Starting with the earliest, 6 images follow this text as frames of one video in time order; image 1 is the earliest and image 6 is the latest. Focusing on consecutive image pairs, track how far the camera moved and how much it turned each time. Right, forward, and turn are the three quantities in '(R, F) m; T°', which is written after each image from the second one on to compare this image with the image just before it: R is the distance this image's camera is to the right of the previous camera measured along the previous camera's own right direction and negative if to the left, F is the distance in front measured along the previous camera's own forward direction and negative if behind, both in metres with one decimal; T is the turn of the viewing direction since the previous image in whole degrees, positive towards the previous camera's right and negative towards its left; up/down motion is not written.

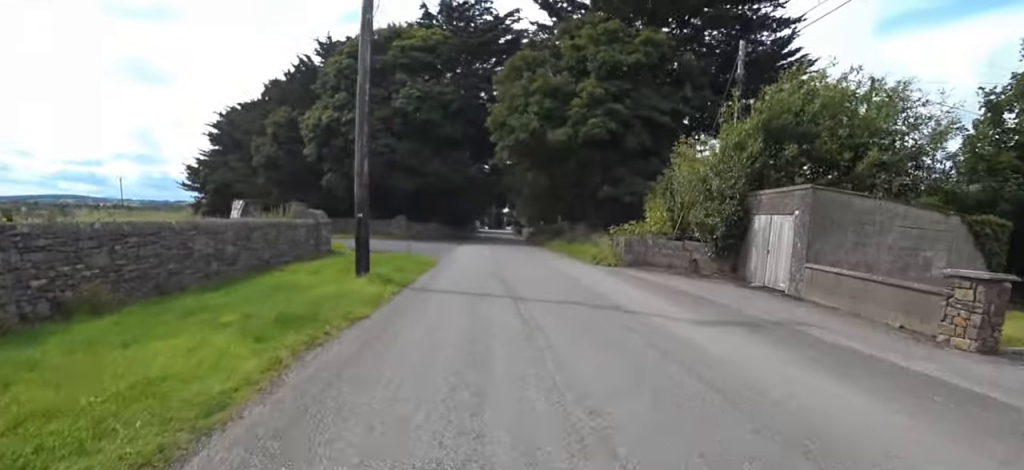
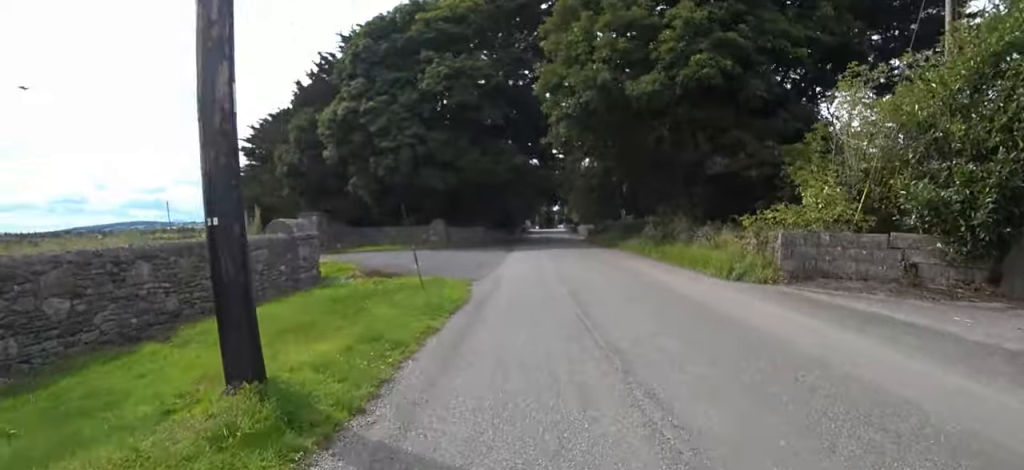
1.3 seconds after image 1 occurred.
(-0.4, +5.9) m; +13°
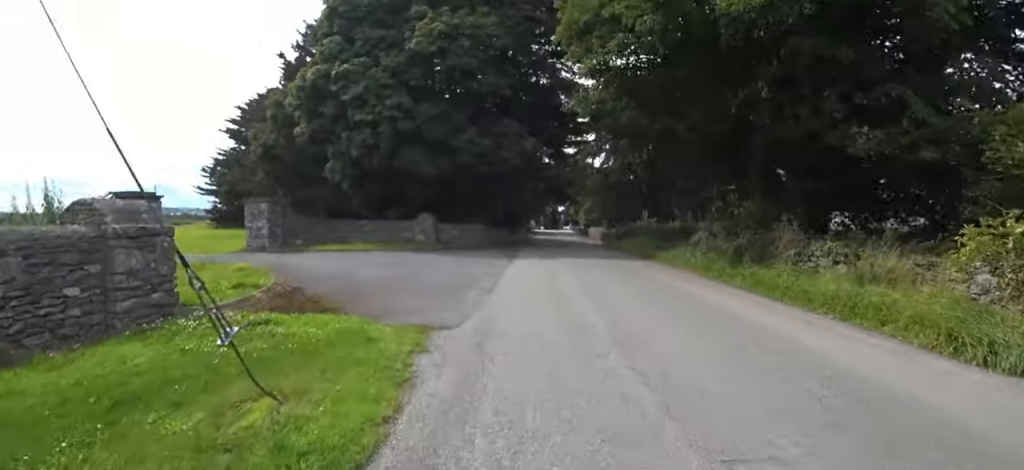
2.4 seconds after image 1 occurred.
(+1.5, +4.7) m; +10°
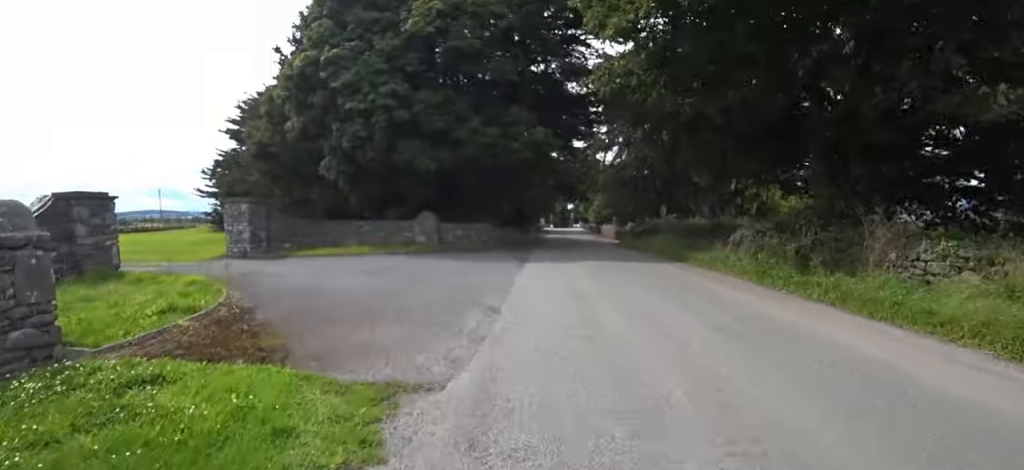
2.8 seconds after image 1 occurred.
(-0.4, +2.0) m; -5°
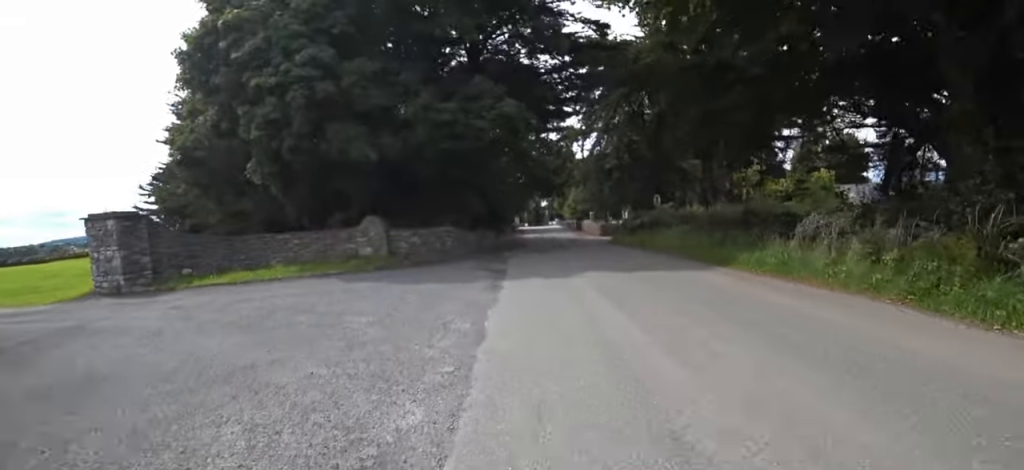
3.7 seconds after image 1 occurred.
(-0.5, +4.2) m; -8°
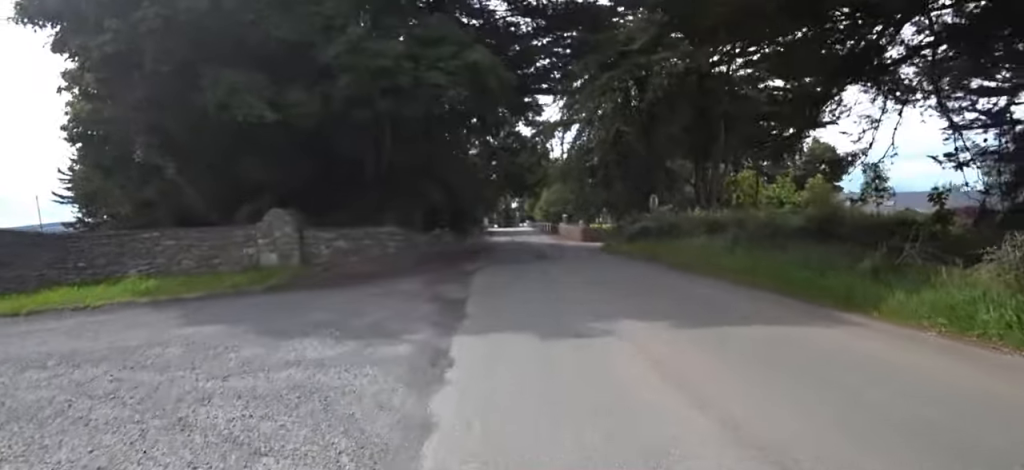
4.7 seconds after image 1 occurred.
(0.0, +4.6) m; +4°
